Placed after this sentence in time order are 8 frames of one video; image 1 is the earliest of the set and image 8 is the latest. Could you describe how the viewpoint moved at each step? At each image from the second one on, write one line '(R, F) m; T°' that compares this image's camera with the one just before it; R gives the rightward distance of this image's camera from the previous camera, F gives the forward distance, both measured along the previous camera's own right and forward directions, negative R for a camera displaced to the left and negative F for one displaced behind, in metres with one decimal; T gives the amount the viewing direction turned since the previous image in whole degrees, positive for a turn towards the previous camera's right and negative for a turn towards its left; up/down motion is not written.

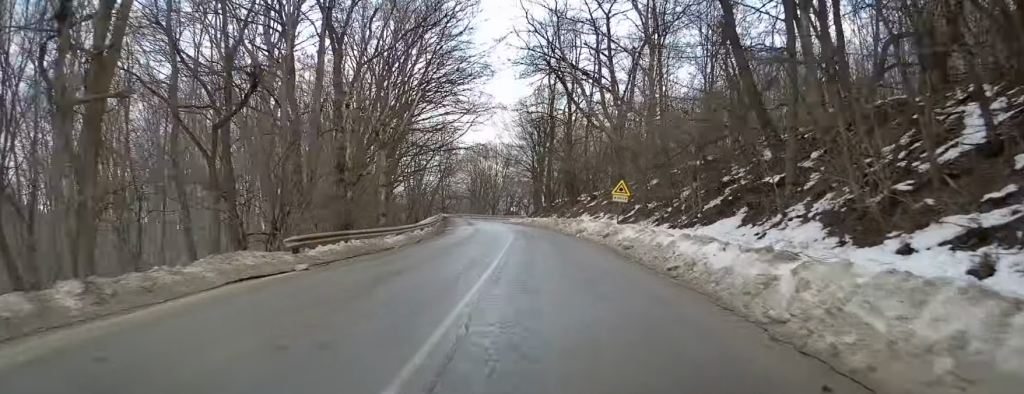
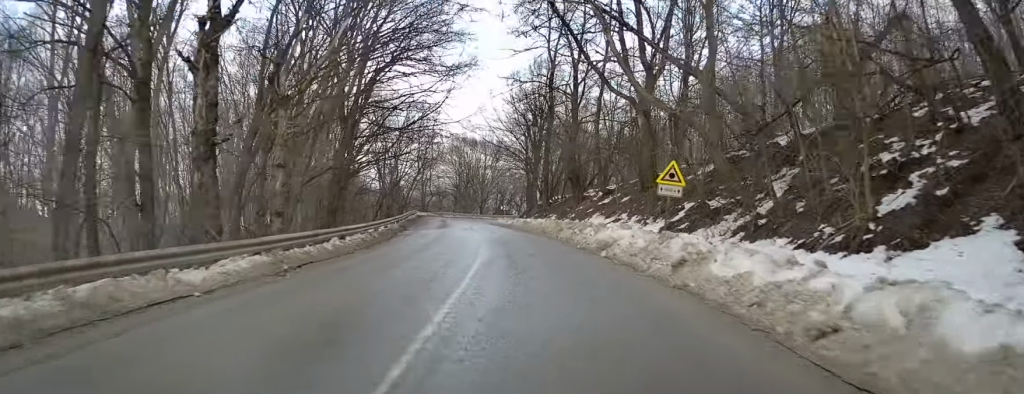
(-0.1, +13.3) m; -1°
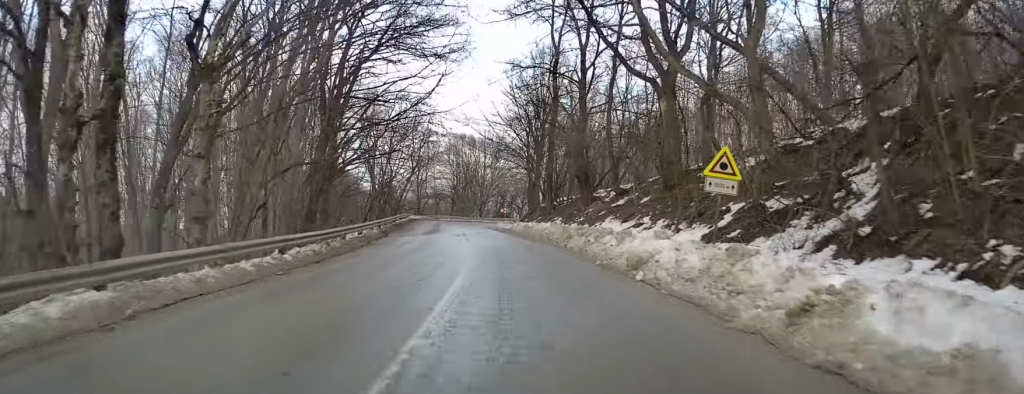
(0.0, +5.3) m; -1°
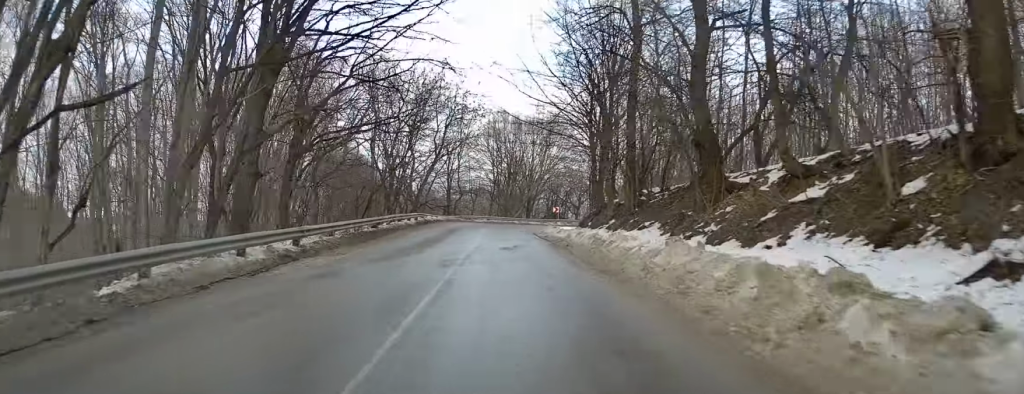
(-0.8, +18.3) m; -5°
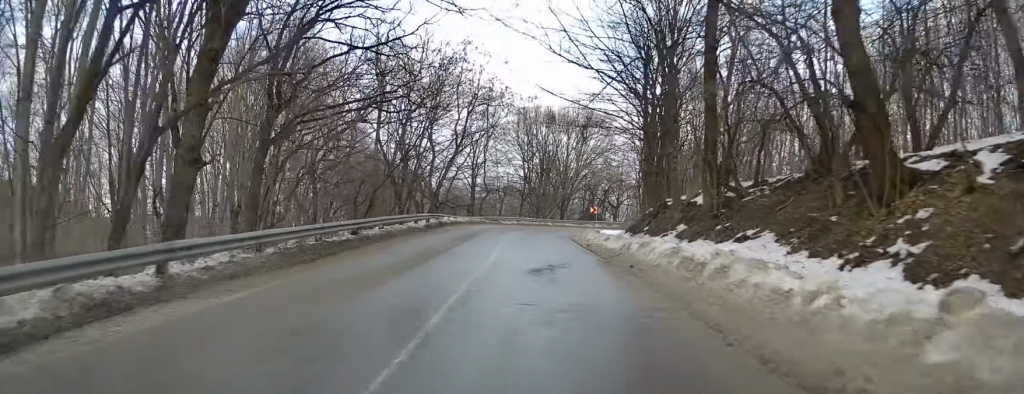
(-0.2, +8.1) m; -1°
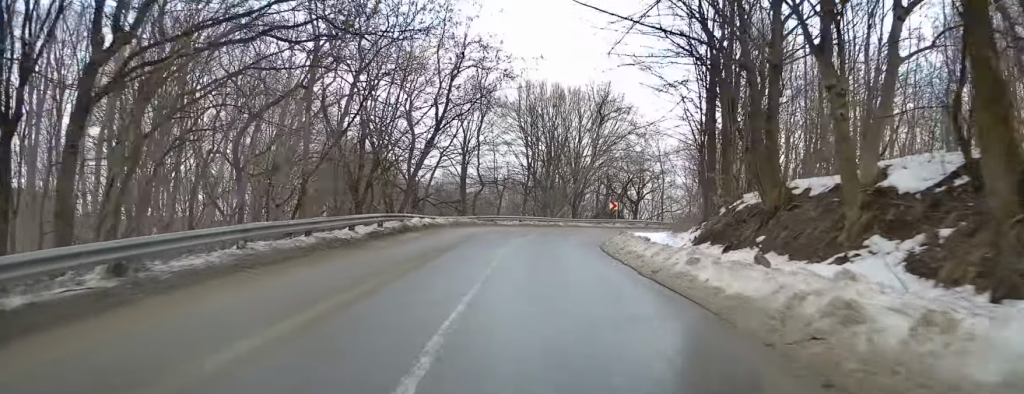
(-0.1, +13.1) m; +1°
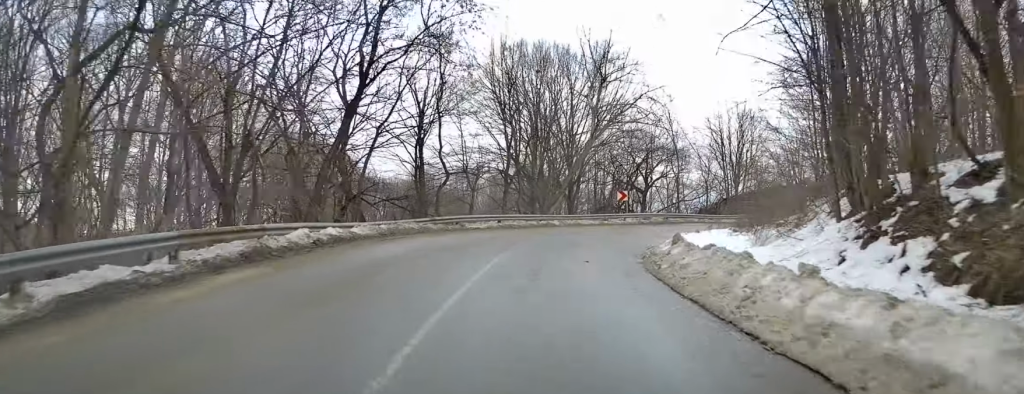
(+0.4, +13.7) m; +5°
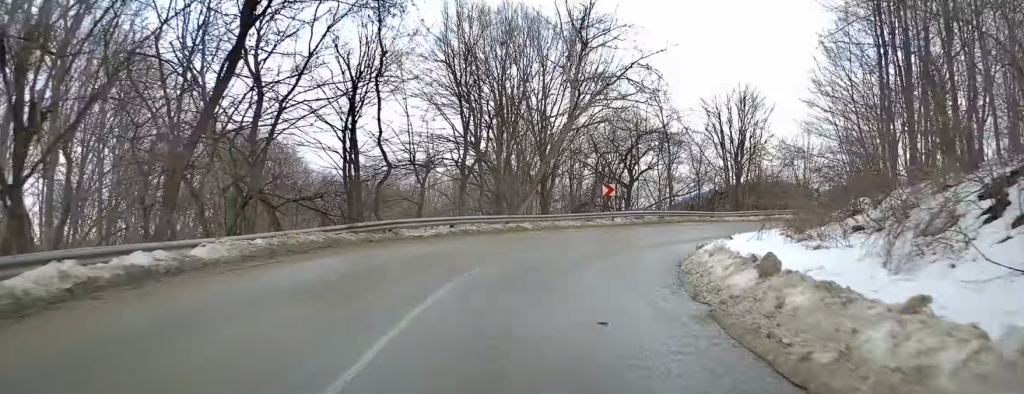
(+0.4, +8.3) m; +2°
